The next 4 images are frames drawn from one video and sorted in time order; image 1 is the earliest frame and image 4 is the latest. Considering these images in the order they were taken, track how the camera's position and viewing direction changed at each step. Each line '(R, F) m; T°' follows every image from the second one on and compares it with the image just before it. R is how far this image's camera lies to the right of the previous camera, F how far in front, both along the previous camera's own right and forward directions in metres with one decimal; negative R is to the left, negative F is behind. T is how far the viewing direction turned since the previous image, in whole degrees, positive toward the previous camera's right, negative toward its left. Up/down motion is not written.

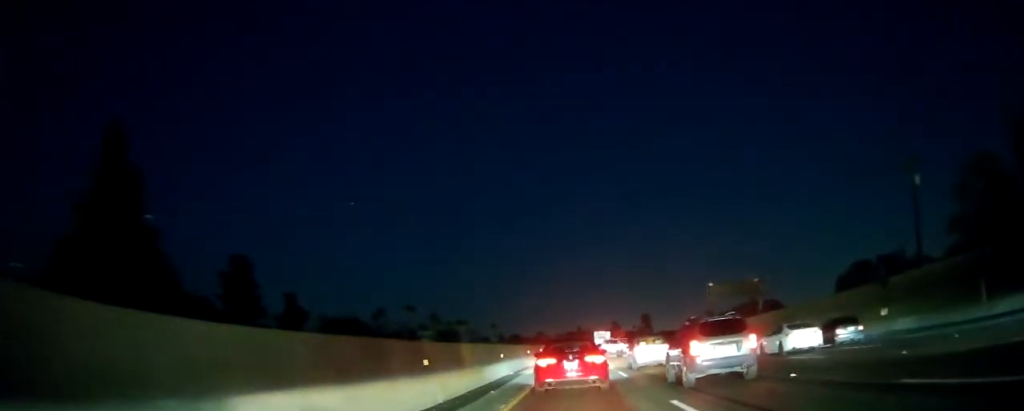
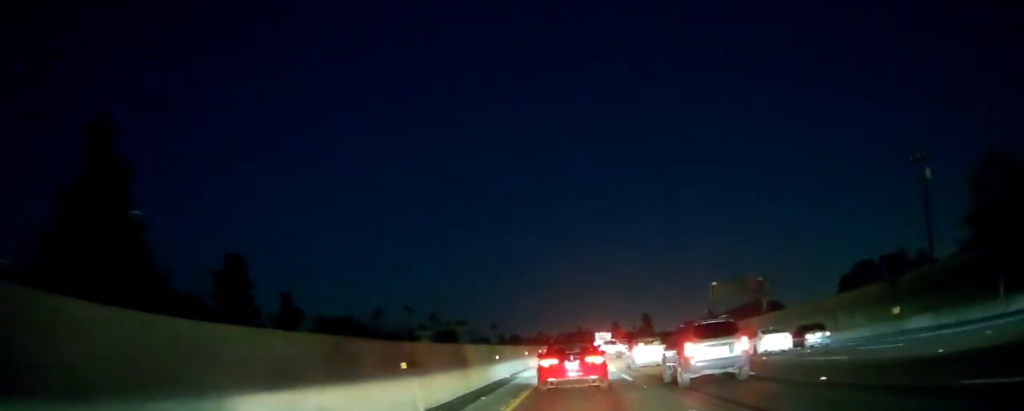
(0.0, +1.7) m; -1°
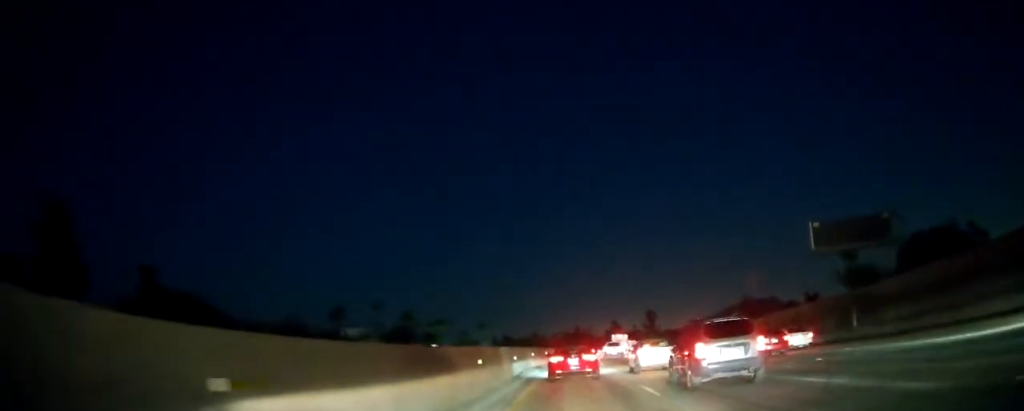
(-0.3, +30.8) m; -1°
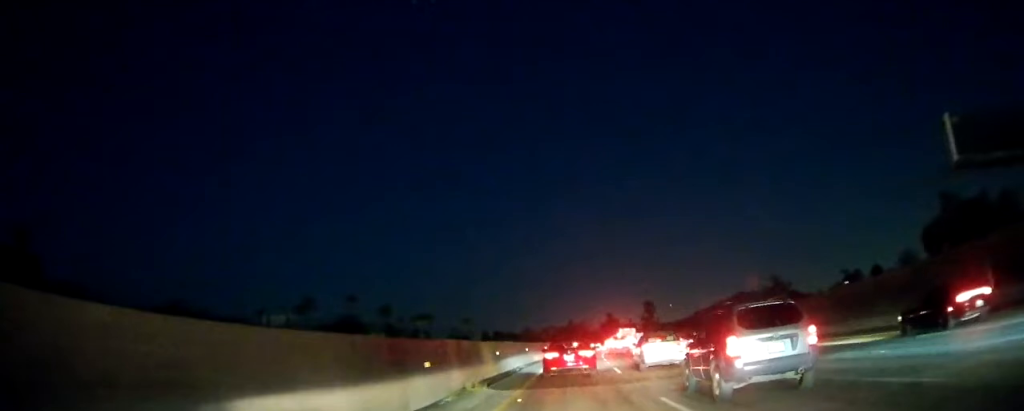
(-0.2, +19.5) m; -1°
